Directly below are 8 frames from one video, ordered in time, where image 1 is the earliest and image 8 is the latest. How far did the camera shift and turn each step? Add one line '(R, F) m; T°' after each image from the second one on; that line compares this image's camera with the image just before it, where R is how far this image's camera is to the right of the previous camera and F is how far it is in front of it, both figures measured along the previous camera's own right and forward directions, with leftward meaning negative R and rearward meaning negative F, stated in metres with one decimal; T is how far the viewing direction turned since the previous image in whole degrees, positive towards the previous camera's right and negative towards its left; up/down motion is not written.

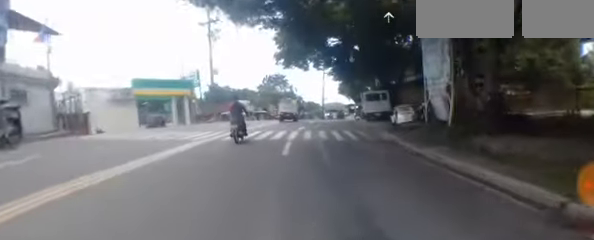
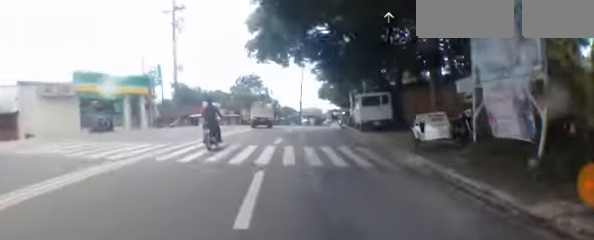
(+0.1, +5.1) m; +3°
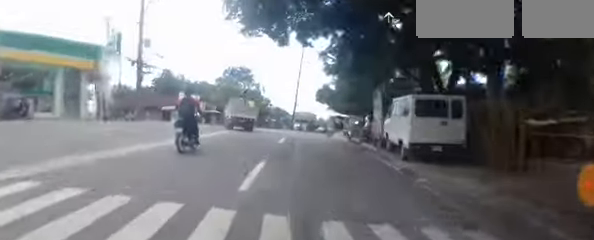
(-0.2, +7.5) m; +4°
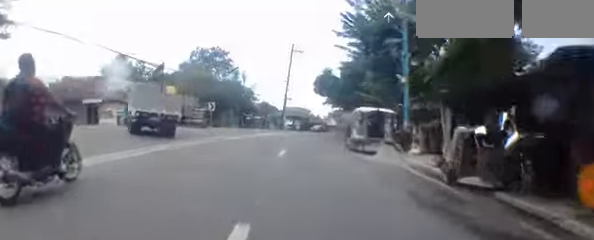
(+1.5, +14.1) m; +6°
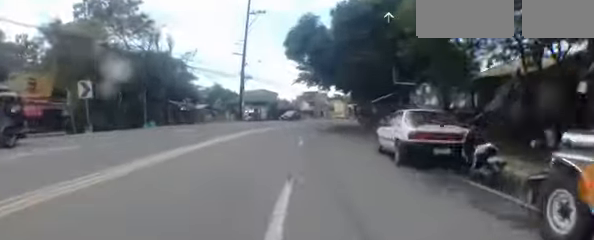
(0.0, +18.0) m; +2°
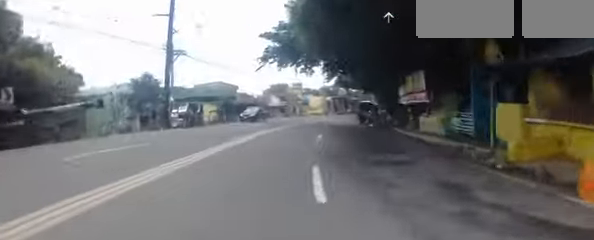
(+0.7, +18.0) m; +6°
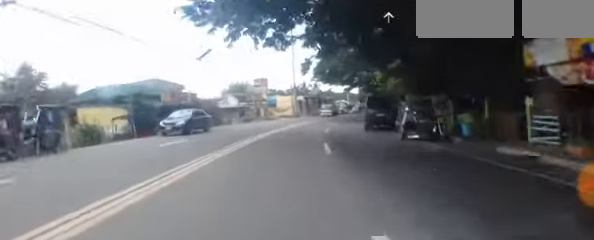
(+0.8, +14.1) m; +7°
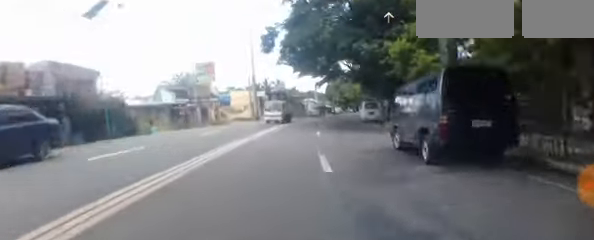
(+0.8, +12.7) m; +6°
